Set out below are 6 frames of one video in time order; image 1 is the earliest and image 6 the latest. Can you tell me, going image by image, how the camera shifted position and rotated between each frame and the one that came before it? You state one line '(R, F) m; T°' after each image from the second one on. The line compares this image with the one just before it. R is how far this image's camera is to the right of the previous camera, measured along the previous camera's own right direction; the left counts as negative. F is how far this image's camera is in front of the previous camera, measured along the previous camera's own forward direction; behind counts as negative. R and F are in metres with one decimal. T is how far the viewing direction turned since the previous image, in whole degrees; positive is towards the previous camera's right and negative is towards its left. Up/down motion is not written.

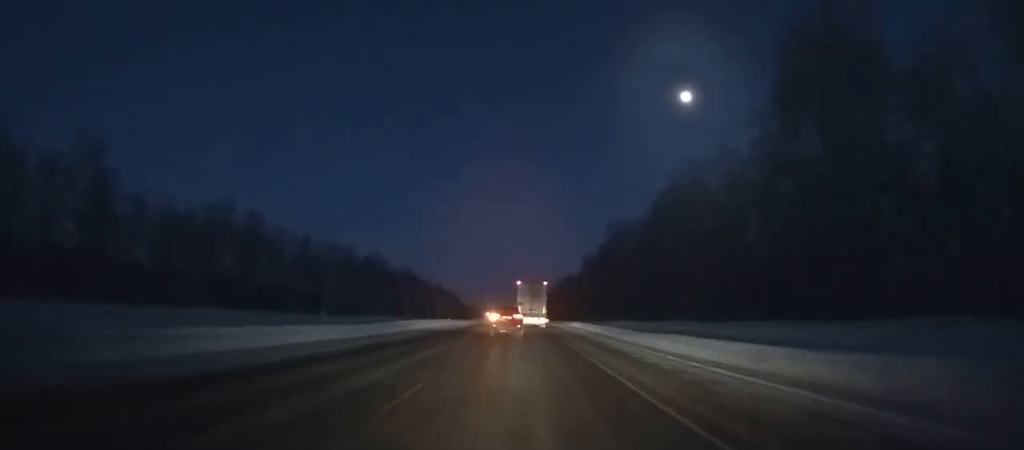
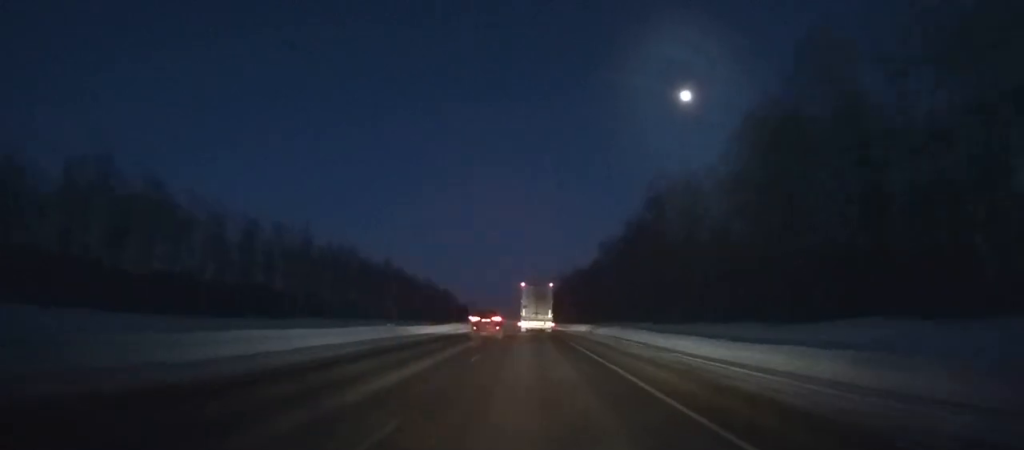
(0.0, +40.6) m; 0°
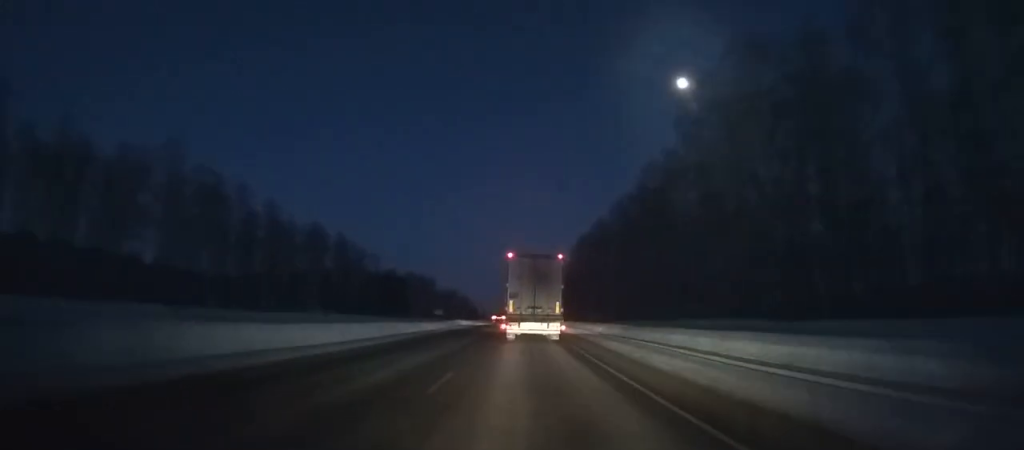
(+1.1, +231.4) m; +1°
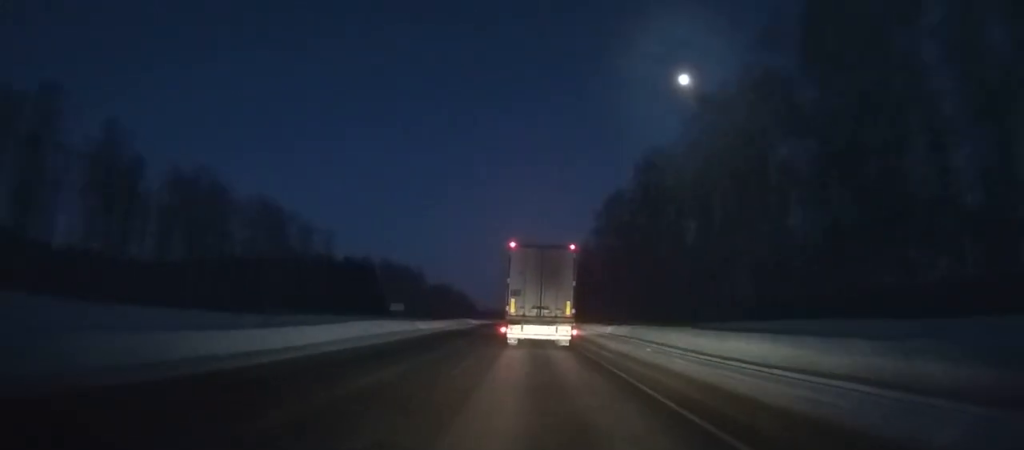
(0.0, +56.7) m; 0°
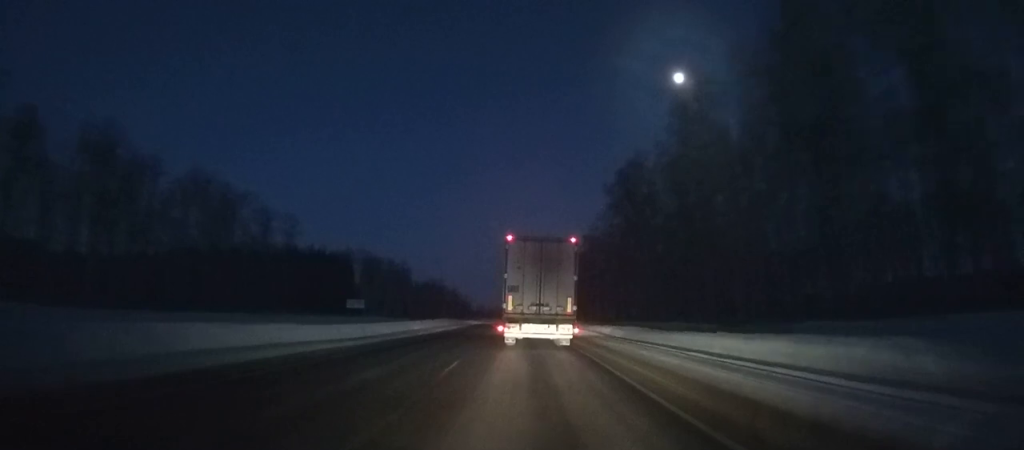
(+0.1, +24.6) m; 0°
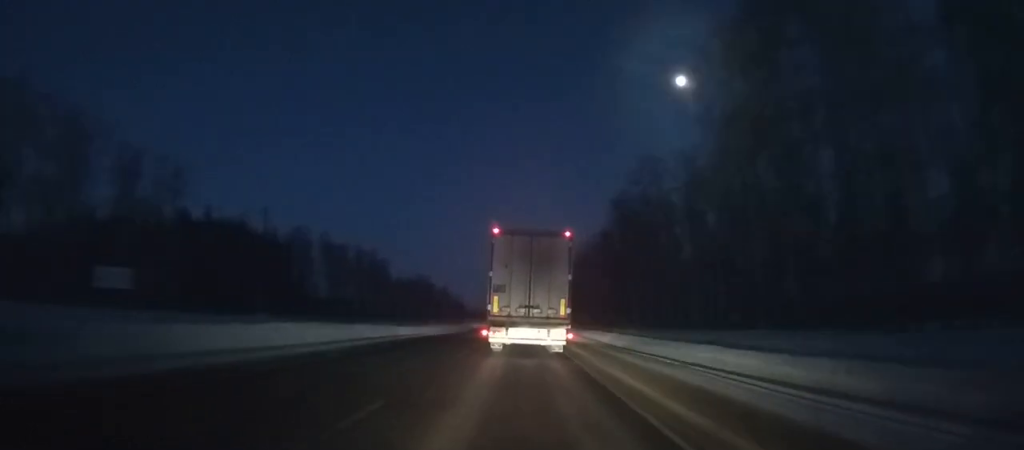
(+0.1, +53.0) m; 0°
